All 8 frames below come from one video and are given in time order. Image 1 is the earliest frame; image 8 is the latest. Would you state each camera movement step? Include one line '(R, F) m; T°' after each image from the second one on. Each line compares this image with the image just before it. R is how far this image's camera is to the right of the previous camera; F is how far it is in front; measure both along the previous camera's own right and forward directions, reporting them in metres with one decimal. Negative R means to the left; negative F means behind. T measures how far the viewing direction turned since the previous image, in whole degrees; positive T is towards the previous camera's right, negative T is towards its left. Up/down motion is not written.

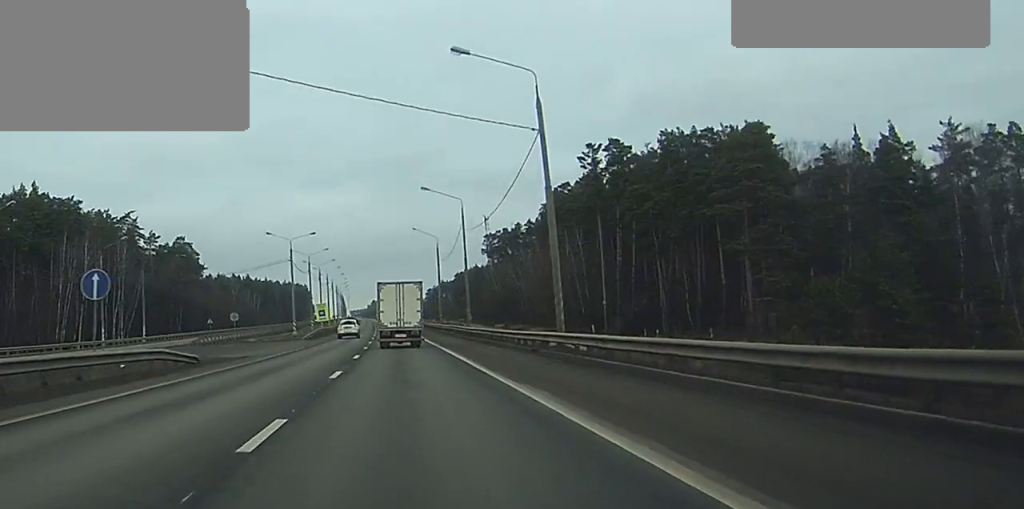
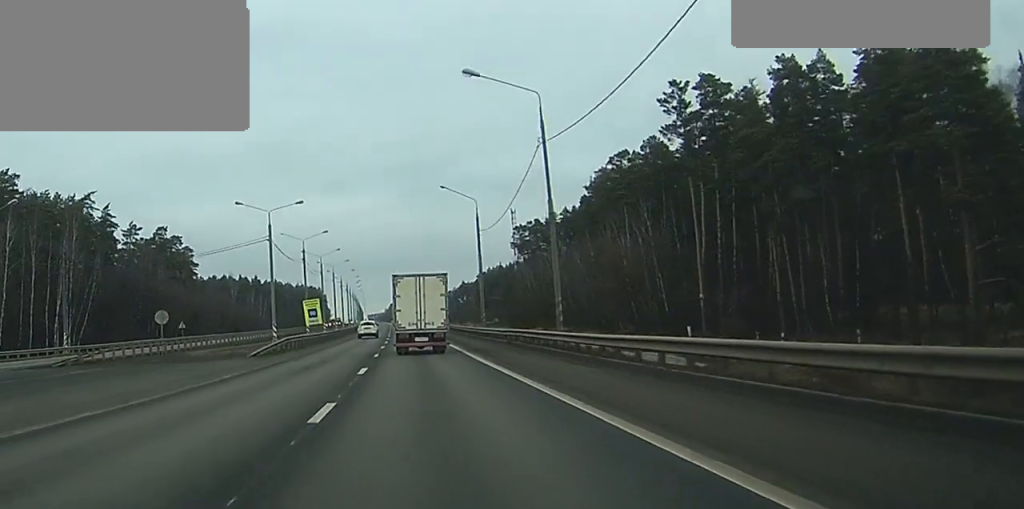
(-0.2, +33.2) m; -1°
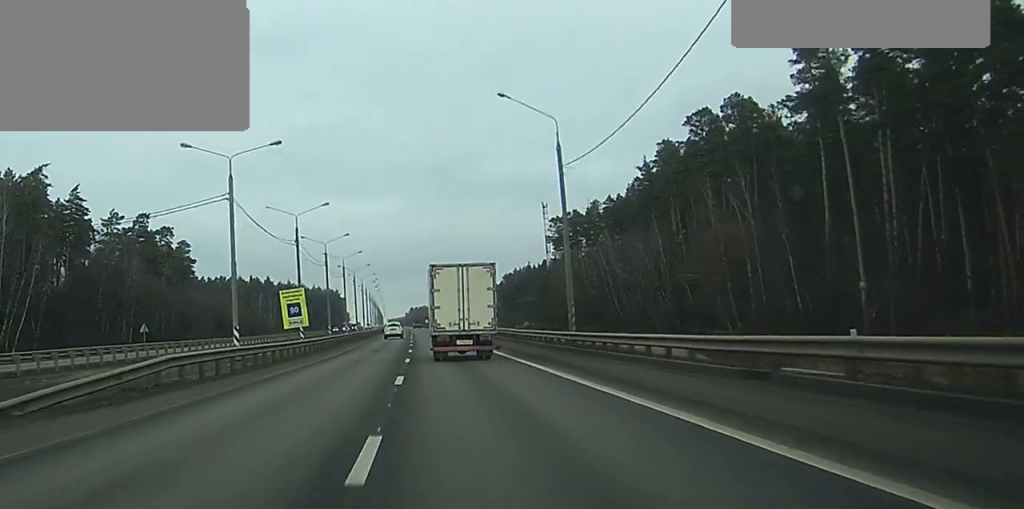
(-0.3, +29.0) m; -1°
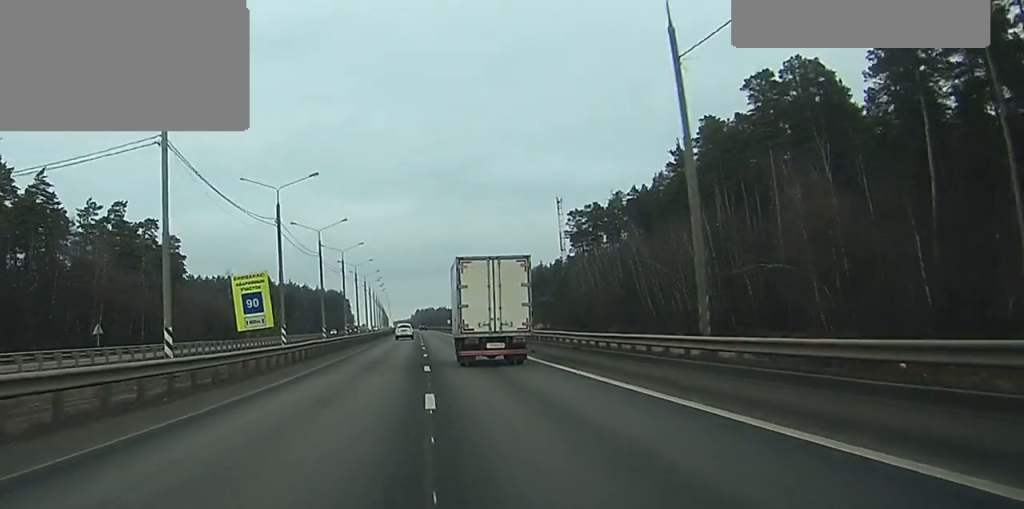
(-0.2, +17.7) m; 0°
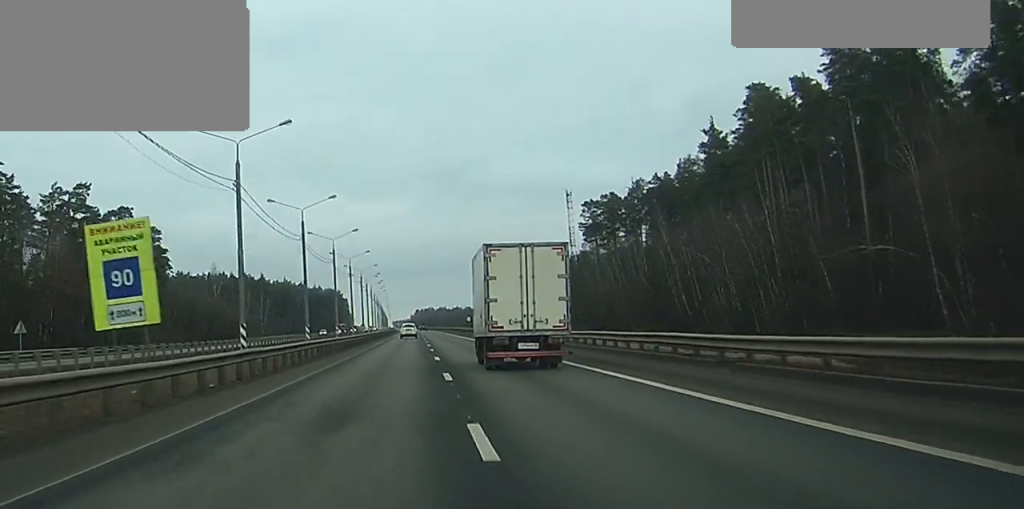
(0.0, +17.5) m; 0°
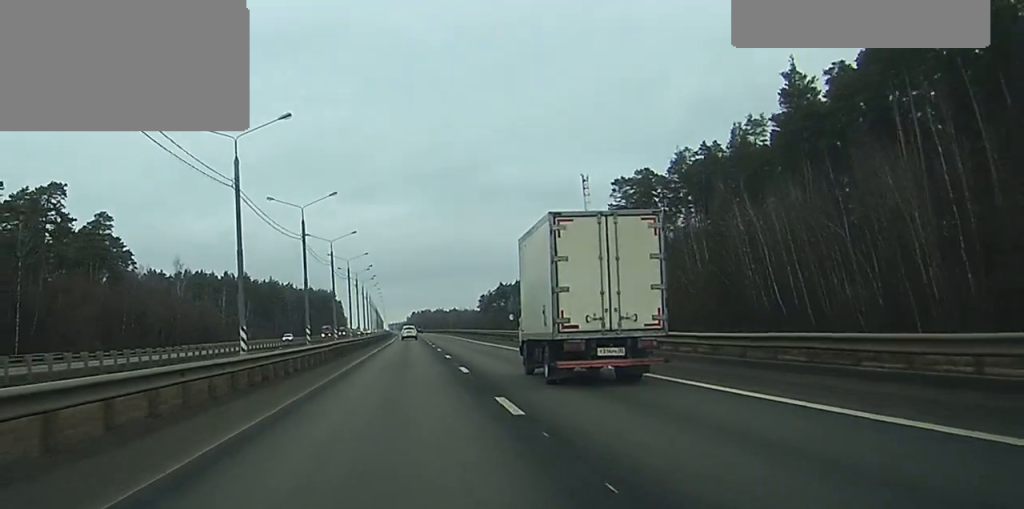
(0.0, +32.2) m; 0°
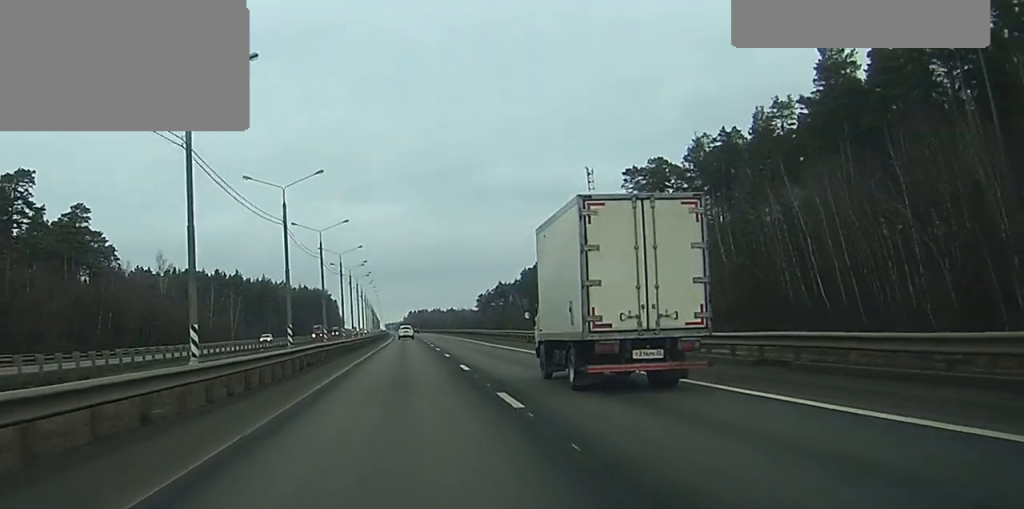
(0.0, +11.0) m; 0°
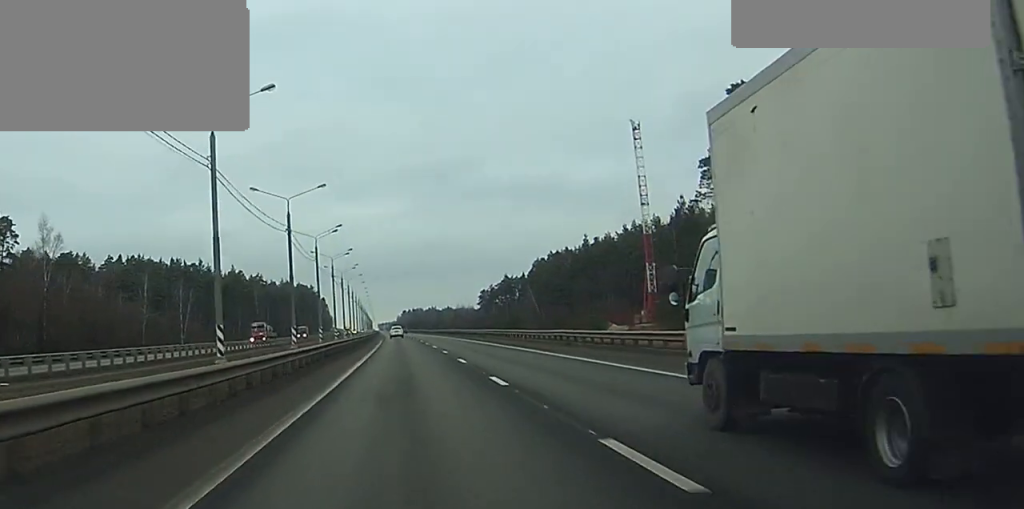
(+0.2, +55.0) m; 0°
